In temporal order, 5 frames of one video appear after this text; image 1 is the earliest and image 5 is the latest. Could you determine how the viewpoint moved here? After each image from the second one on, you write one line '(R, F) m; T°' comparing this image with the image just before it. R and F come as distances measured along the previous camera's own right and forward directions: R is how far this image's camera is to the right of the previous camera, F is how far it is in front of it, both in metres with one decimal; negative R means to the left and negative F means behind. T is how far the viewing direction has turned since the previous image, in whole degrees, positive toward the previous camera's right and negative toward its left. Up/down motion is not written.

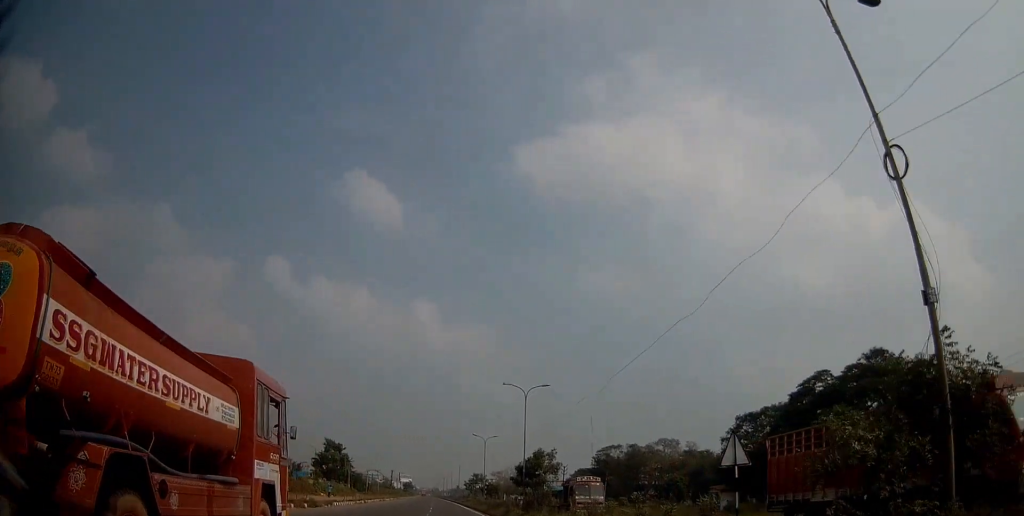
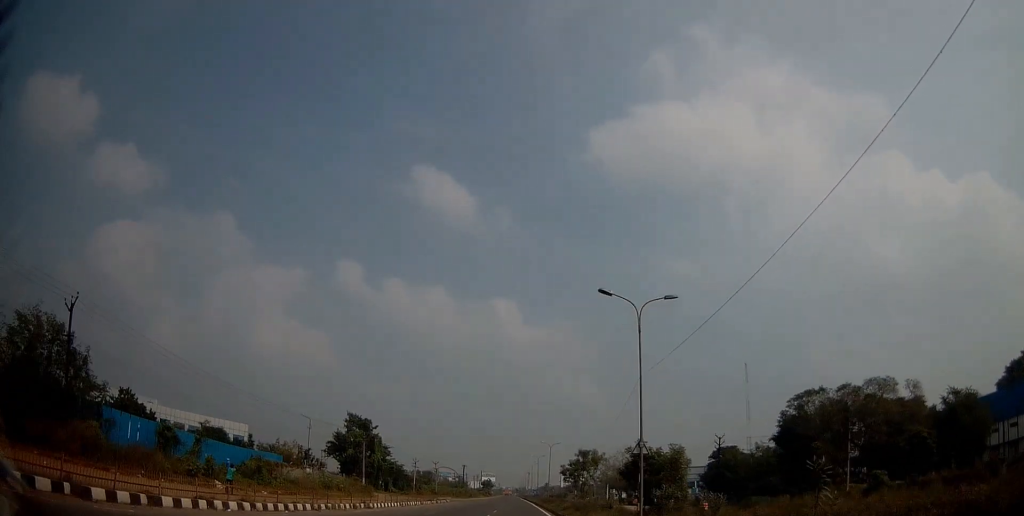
(-2.8, +47.9) m; -6°
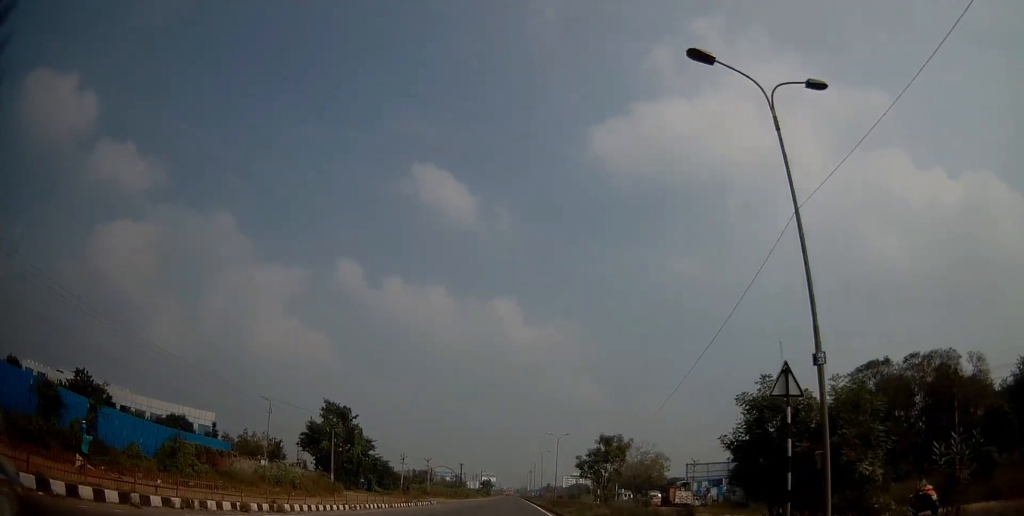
(0.0, +13.0) m; 0°
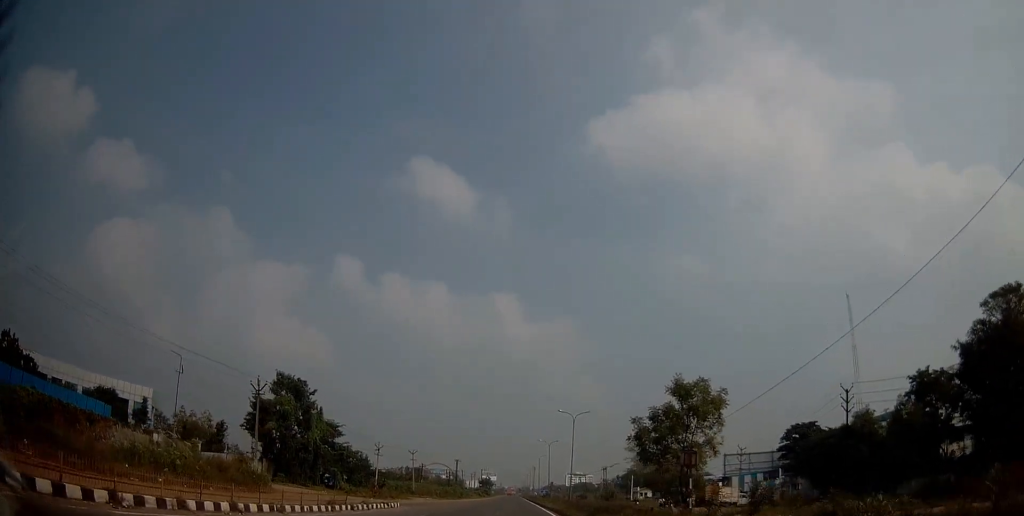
(+0.1, +19.0) m; 0°
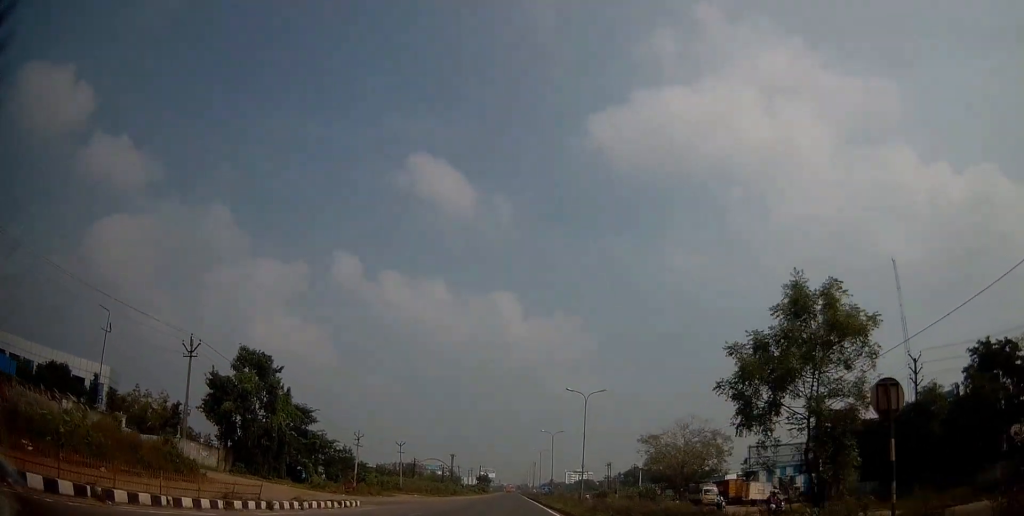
(-0.1, +10.2) m; 0°
